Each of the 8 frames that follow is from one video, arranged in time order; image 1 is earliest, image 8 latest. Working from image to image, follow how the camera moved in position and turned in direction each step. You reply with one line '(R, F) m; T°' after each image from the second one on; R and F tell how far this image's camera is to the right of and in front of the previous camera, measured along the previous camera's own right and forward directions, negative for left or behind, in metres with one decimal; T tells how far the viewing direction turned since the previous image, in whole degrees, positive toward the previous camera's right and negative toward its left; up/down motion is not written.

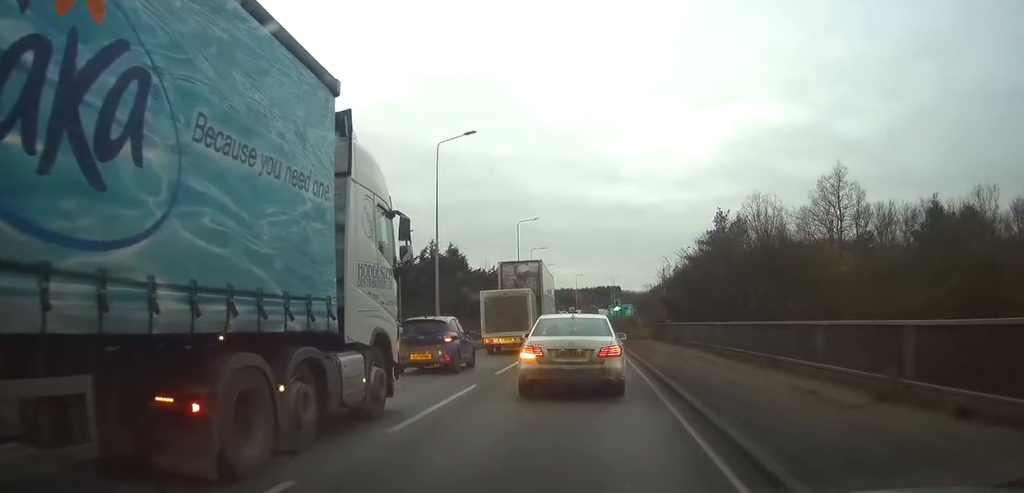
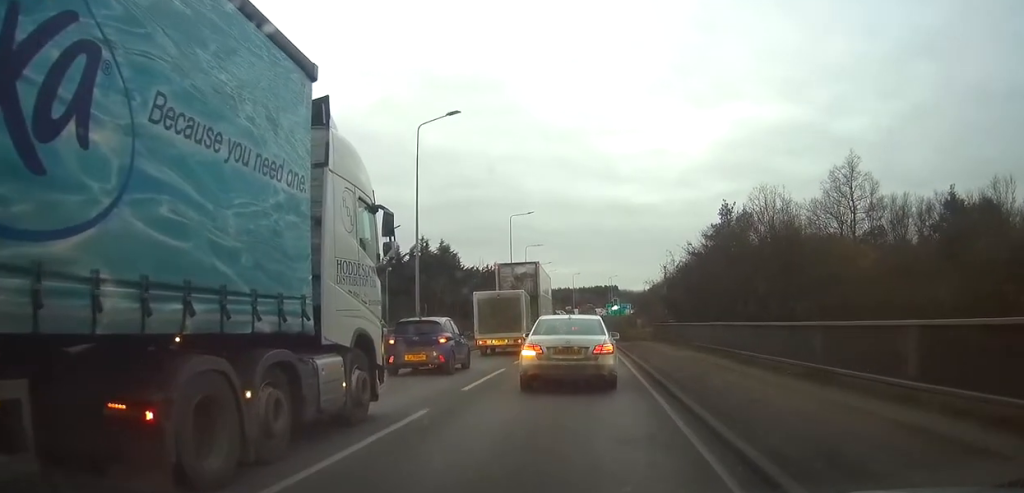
(0.0, +4.2) m; -1°
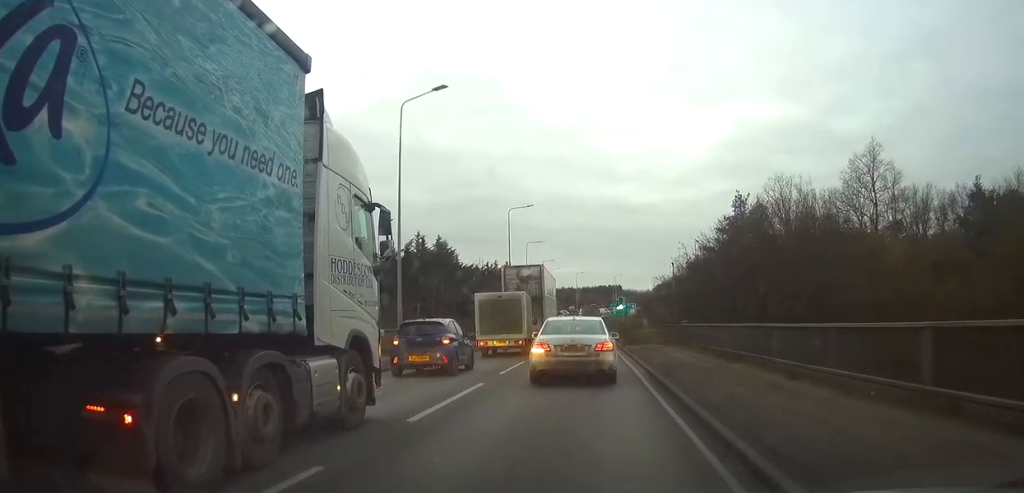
(-0.1, +4.3) m; -2°
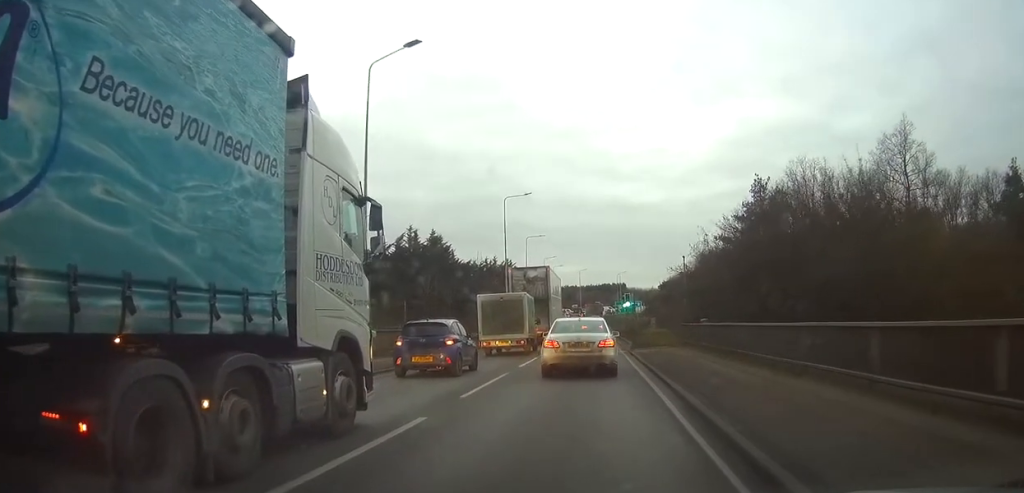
(-0.1, +6.1) m; -2°
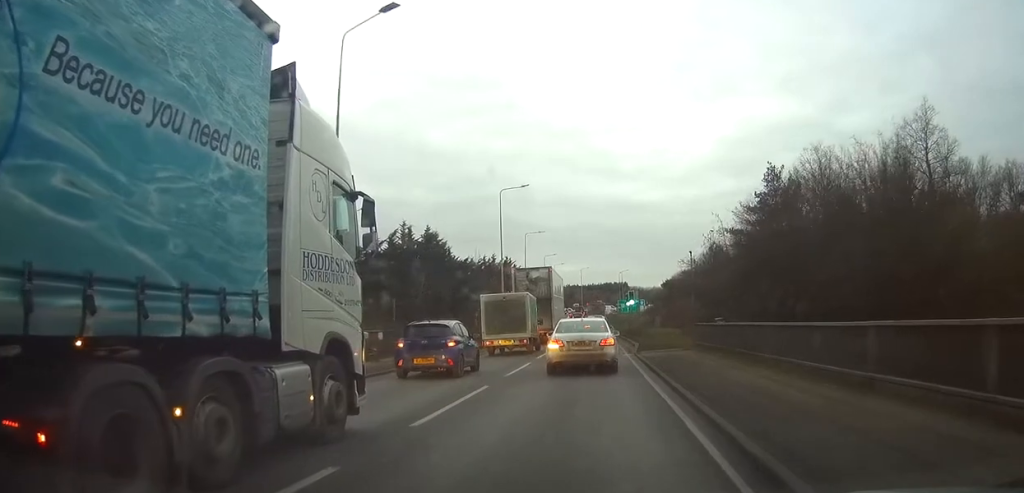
(0.0, +3.5) m; -1°
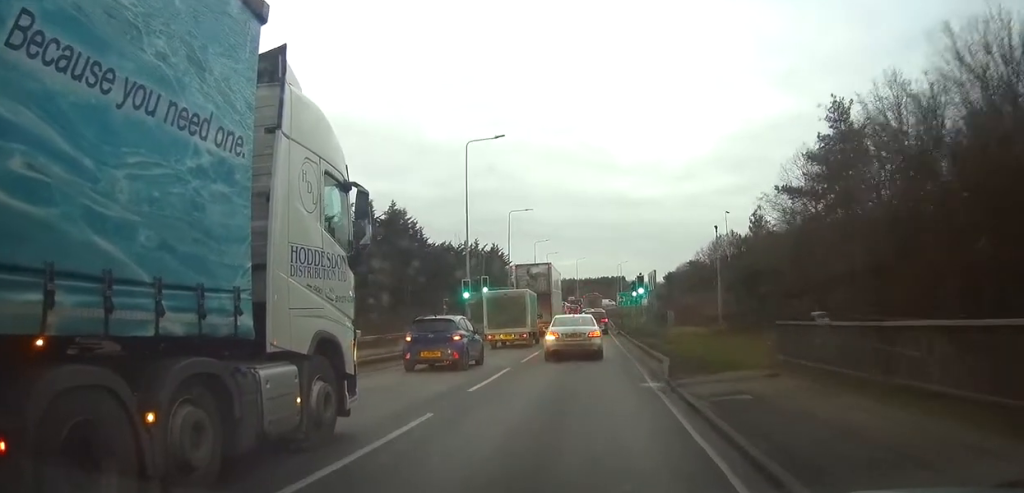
(-0.2, +14.4) m; 0°
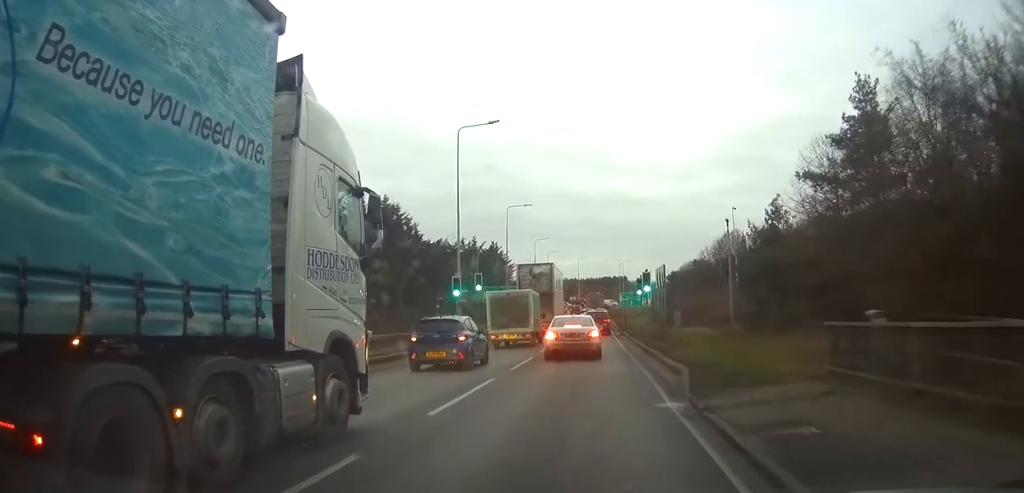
(0.0, +3.3) m; 0°
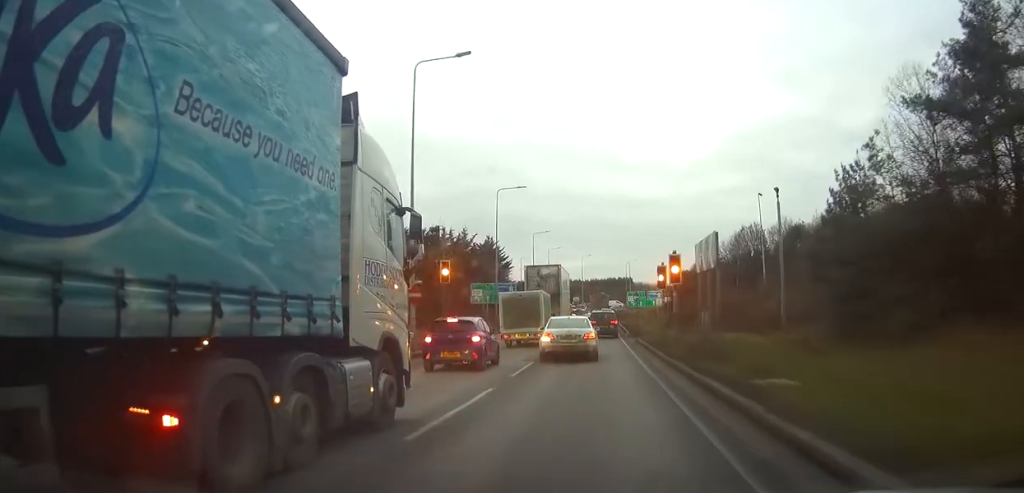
(0.0, +10.7) m; 0°
